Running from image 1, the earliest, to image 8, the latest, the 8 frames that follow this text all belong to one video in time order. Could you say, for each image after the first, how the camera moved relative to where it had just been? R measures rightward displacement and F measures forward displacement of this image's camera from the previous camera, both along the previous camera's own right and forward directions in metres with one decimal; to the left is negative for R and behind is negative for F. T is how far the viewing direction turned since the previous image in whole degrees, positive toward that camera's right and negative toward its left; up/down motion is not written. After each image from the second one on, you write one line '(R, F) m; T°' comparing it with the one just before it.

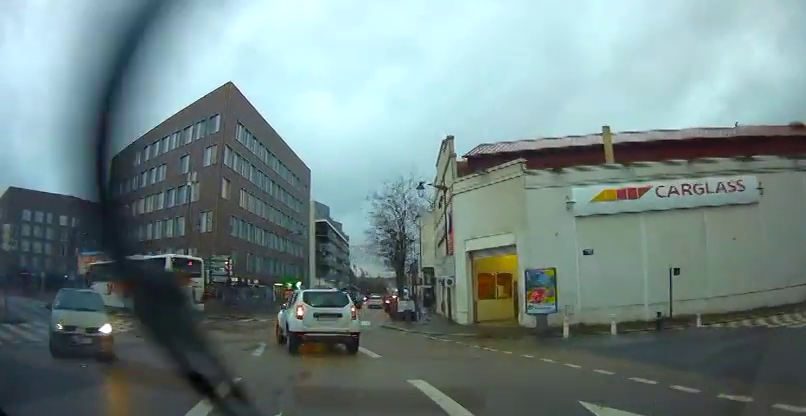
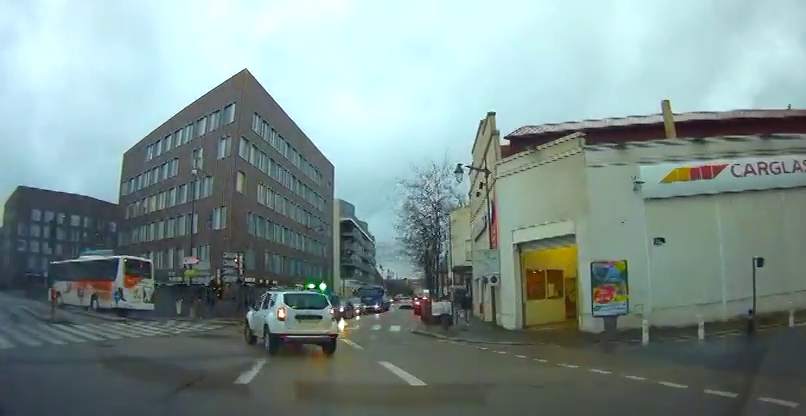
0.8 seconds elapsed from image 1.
(0.0, +3.8) m; -2°
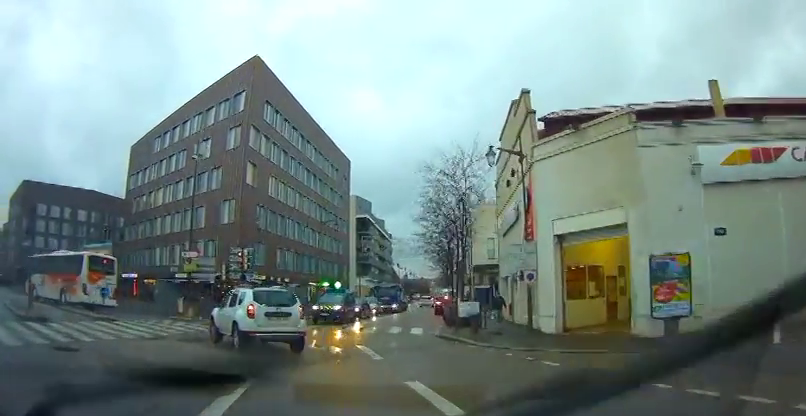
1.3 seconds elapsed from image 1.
(-0.1, +2.3) m; -1°
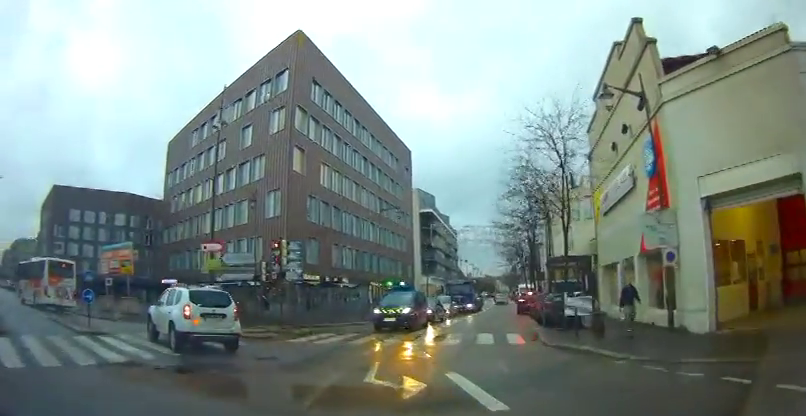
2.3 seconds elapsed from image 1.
(-0.2, +4.8) m; -4°
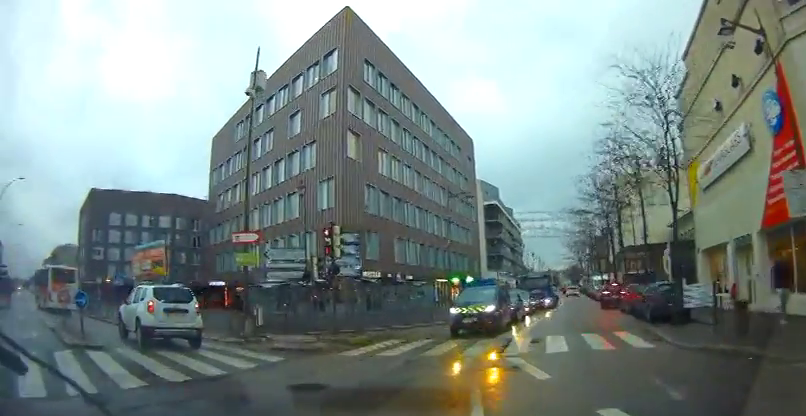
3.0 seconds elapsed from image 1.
(+0.1, +3.5) m; -4°
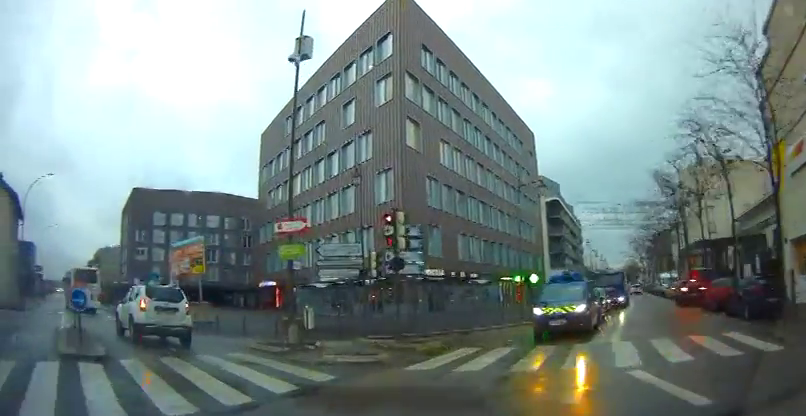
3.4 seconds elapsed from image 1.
(-0.2, +2.6) m; -6°
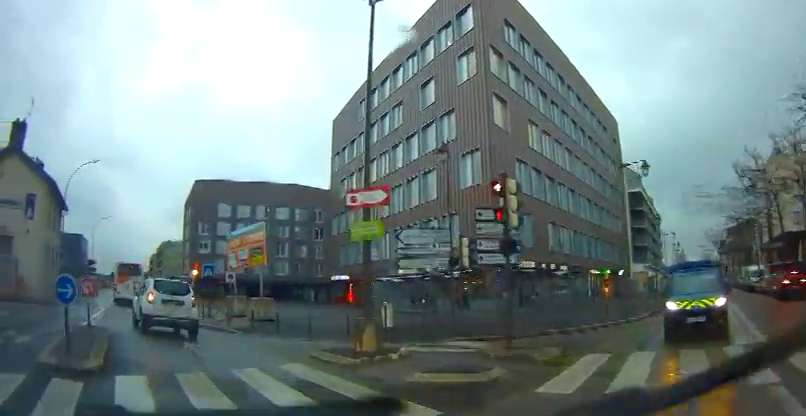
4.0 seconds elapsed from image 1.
(0.0, +3.0) m; -7°
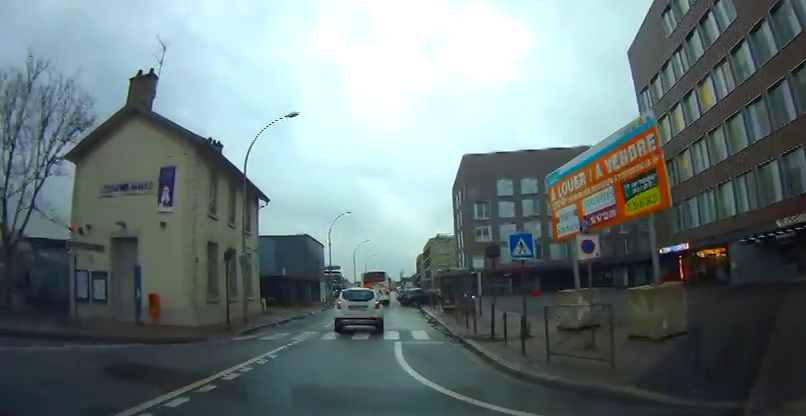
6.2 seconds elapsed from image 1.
(-3.9, +12.0) m; -34°
